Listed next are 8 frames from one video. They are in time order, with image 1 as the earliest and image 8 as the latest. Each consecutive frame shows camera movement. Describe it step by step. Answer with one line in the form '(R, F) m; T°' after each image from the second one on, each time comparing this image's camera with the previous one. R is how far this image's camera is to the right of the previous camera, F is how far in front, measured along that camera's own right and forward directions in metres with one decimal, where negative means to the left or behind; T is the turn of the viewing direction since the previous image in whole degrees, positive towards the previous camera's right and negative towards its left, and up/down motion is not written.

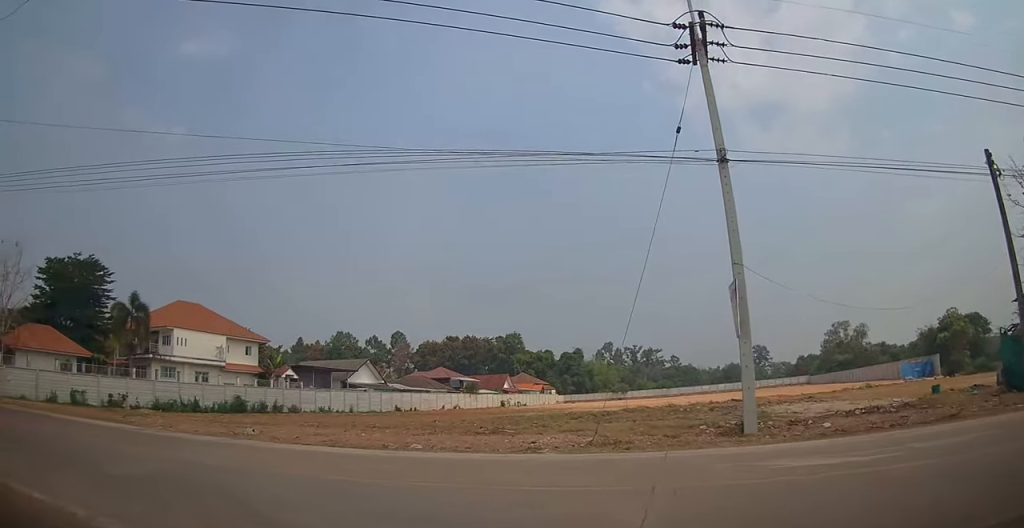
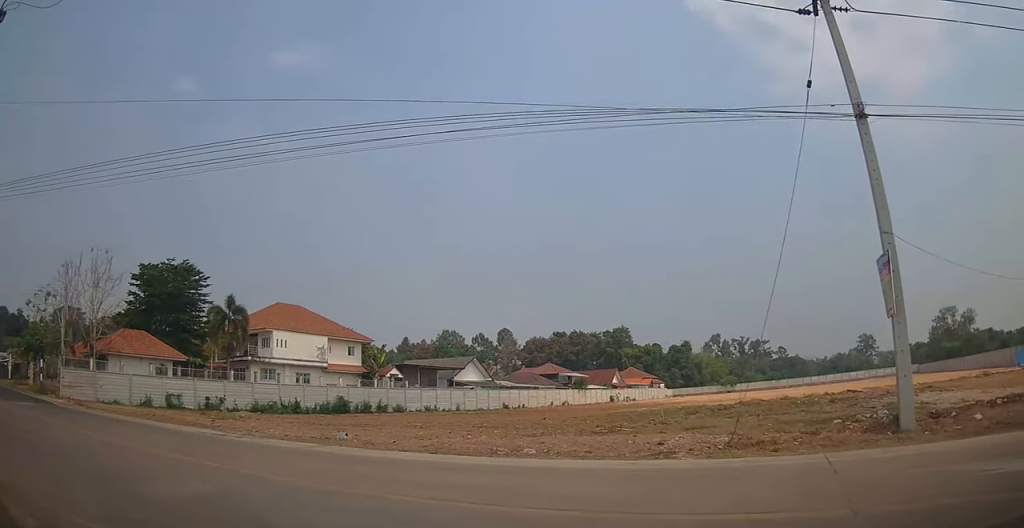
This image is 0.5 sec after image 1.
(-0.2, +1.9) m; -13°
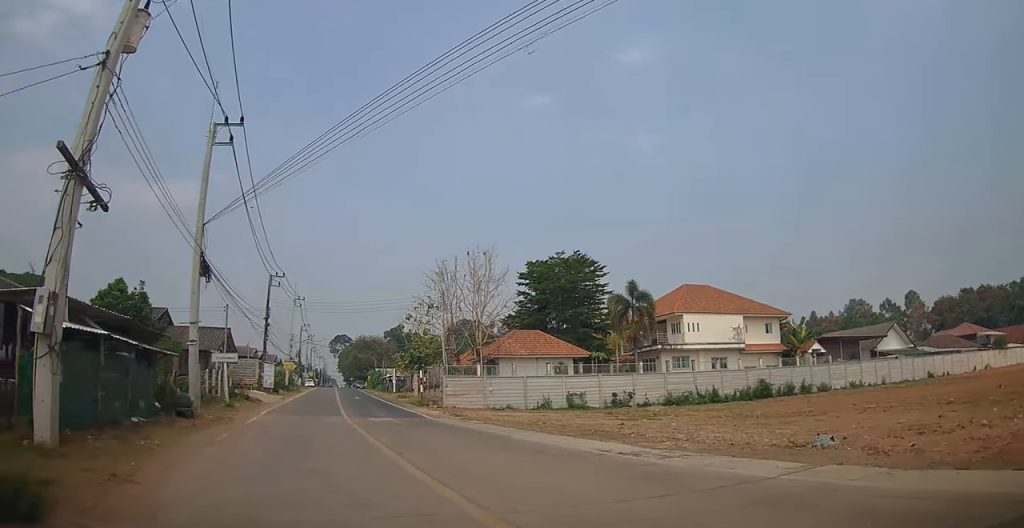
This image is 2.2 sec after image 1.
(-1.8, +4.7) m; -38°
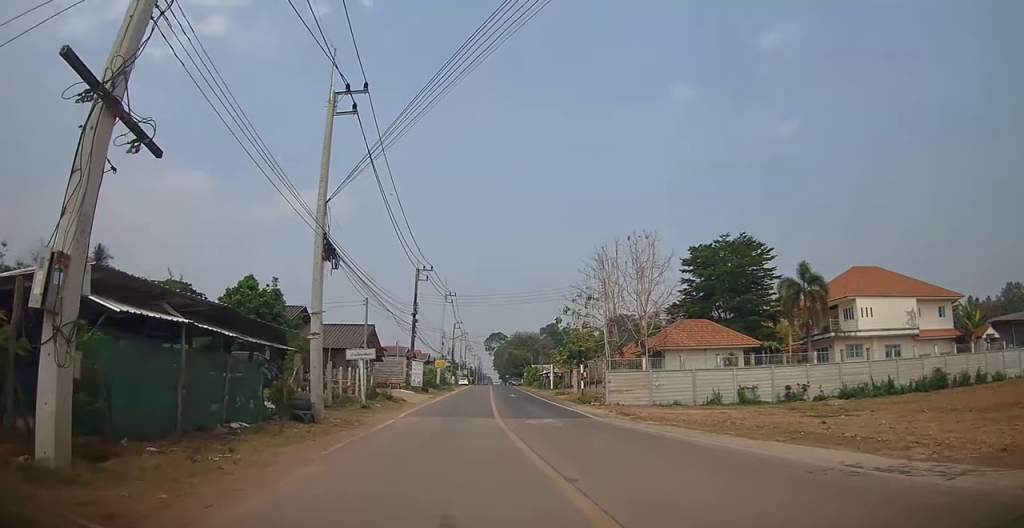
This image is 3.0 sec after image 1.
(-0.3, +2.2) m; -15°
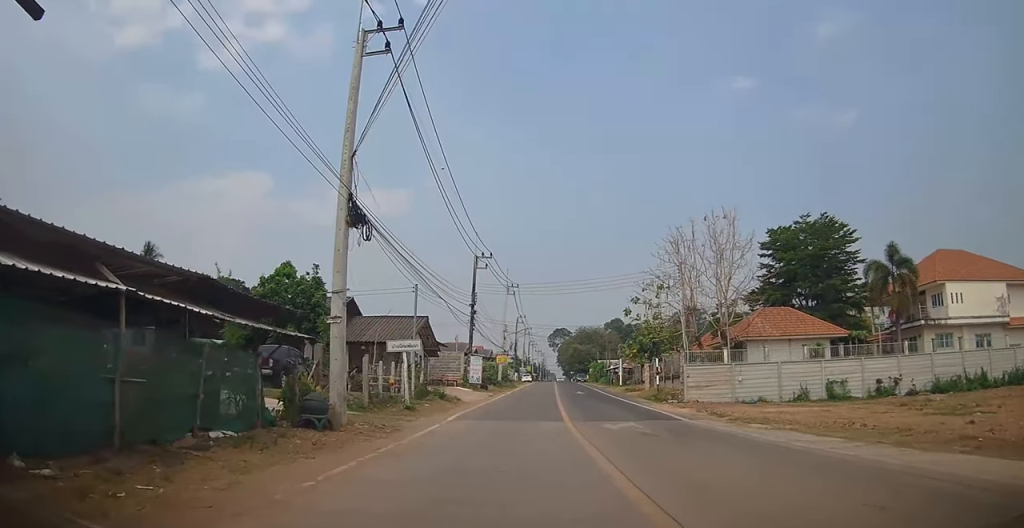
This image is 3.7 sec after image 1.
(-0.3, +2.5) m; -10°
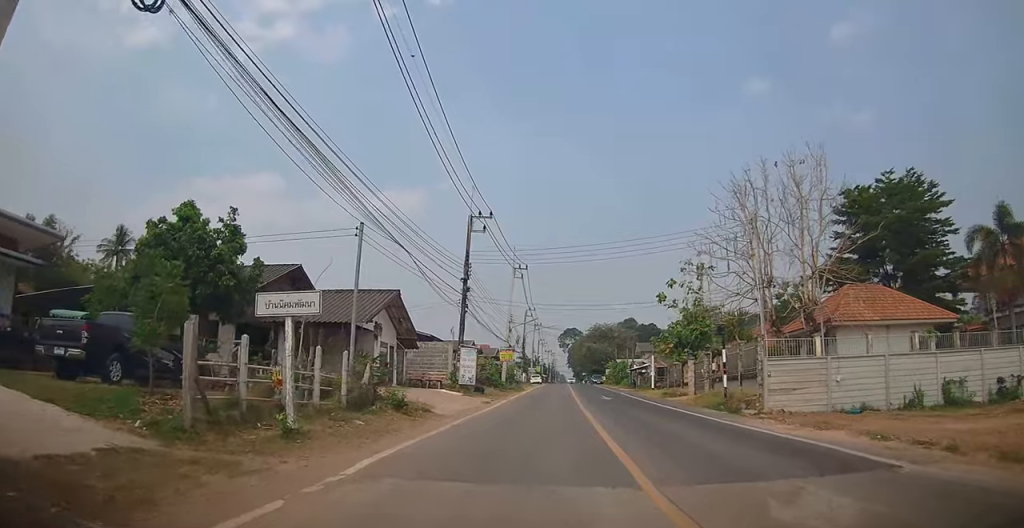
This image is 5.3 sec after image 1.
(-0.7, +7.9) m; -6°
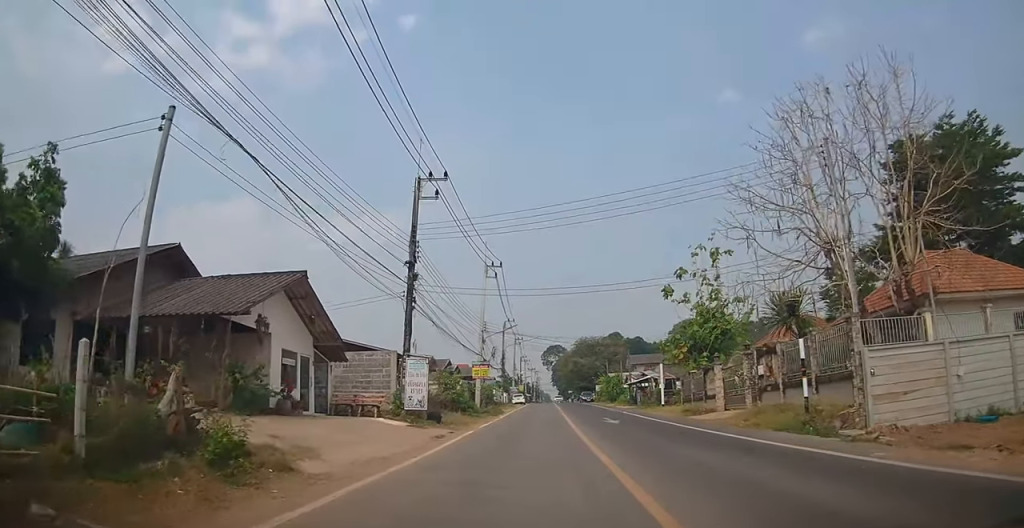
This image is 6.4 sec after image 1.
(0.0, +7.5) m; +1°
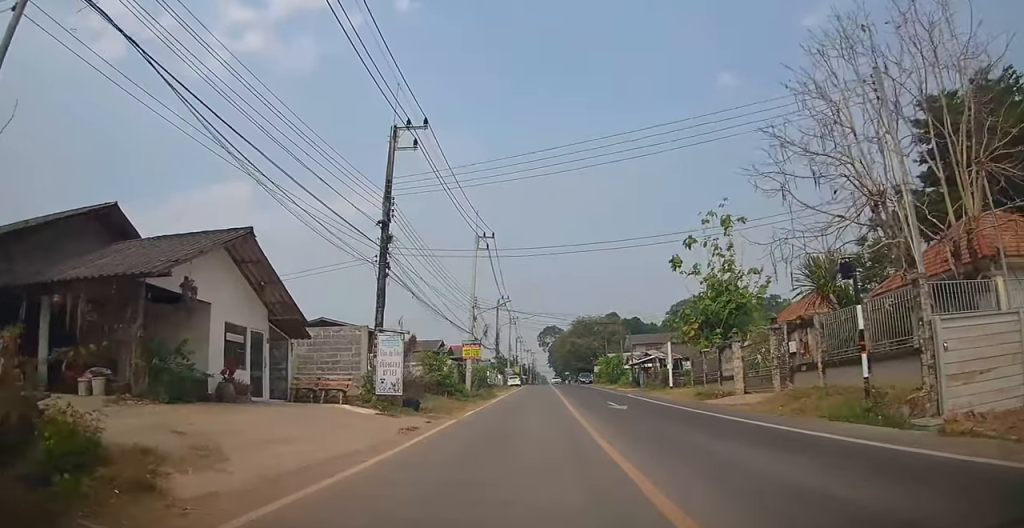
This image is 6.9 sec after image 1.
(+0.1, +2.9) m; +1°
